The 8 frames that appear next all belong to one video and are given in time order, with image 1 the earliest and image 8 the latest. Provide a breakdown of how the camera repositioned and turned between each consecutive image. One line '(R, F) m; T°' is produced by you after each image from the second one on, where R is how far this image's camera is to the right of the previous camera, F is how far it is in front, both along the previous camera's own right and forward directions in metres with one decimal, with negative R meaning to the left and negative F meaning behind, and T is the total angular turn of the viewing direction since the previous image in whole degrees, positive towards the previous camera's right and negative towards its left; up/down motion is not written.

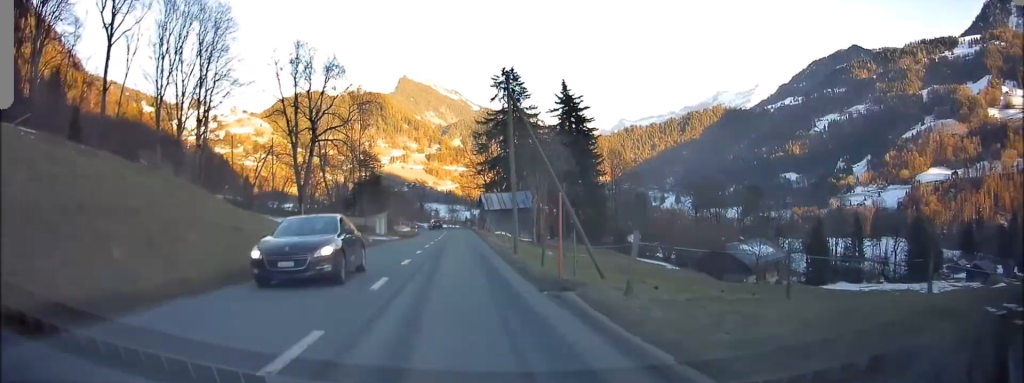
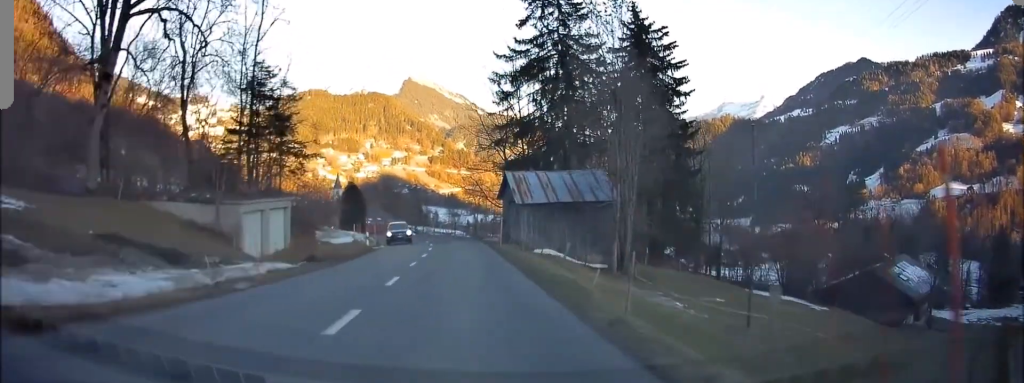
(+0.3, +38.6) m; 0°
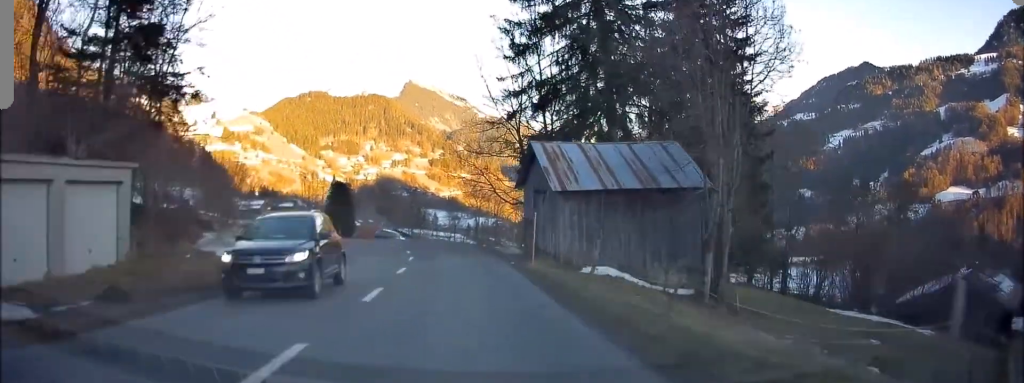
(0.0, +14.8) m; -1°
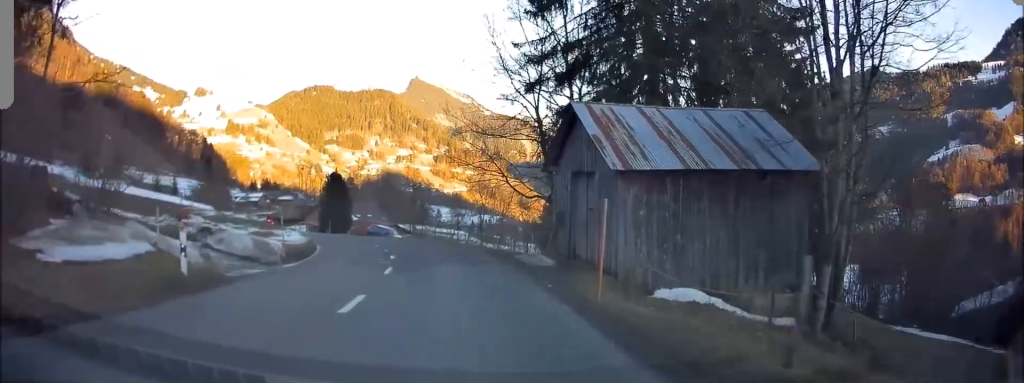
(+0.1, +8.3) m; -1°
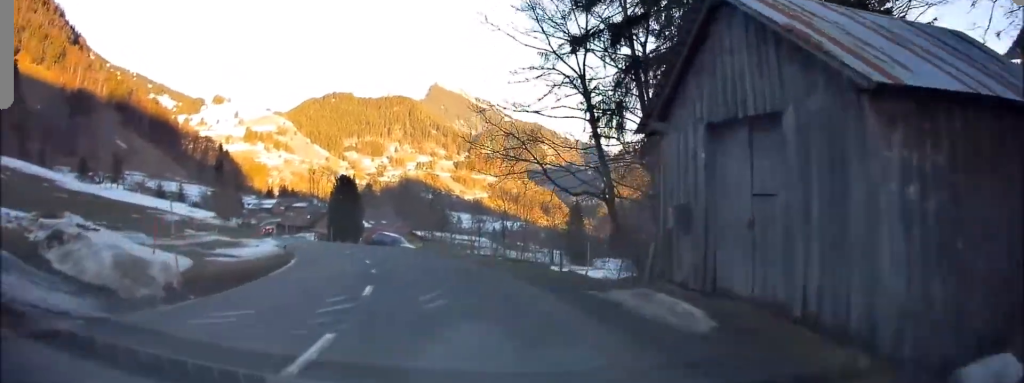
(-0.2, +8.9) m; -3°
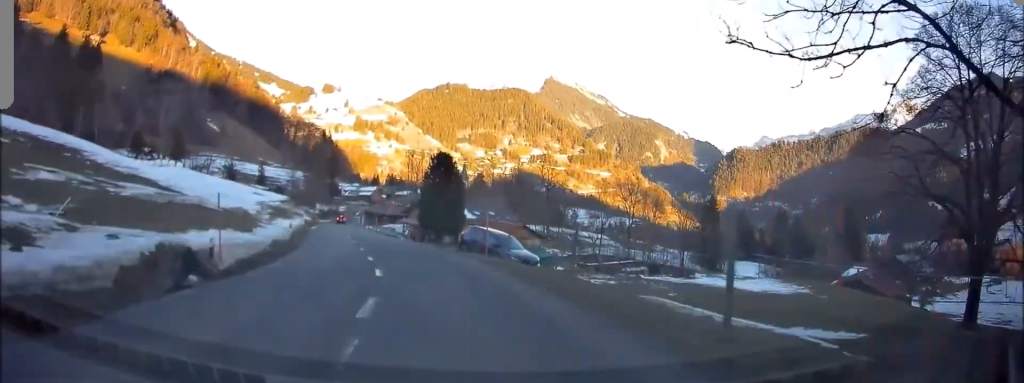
(-1.2, +20.6) m; -10°
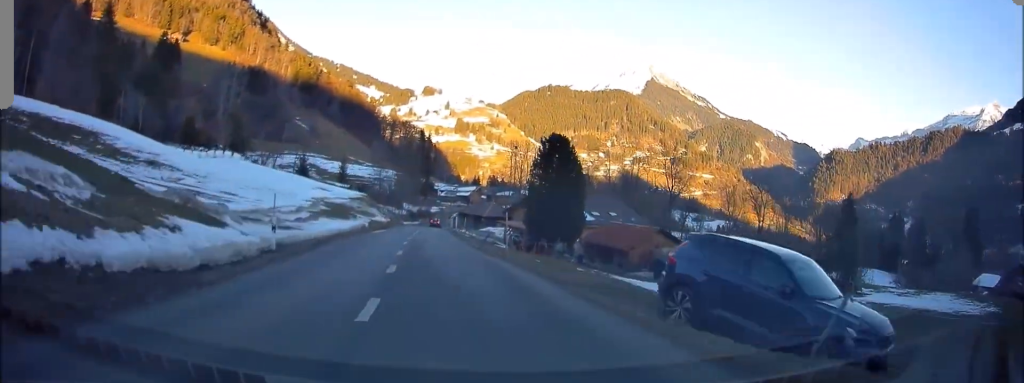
(-1.7, +18.9) m; -10°
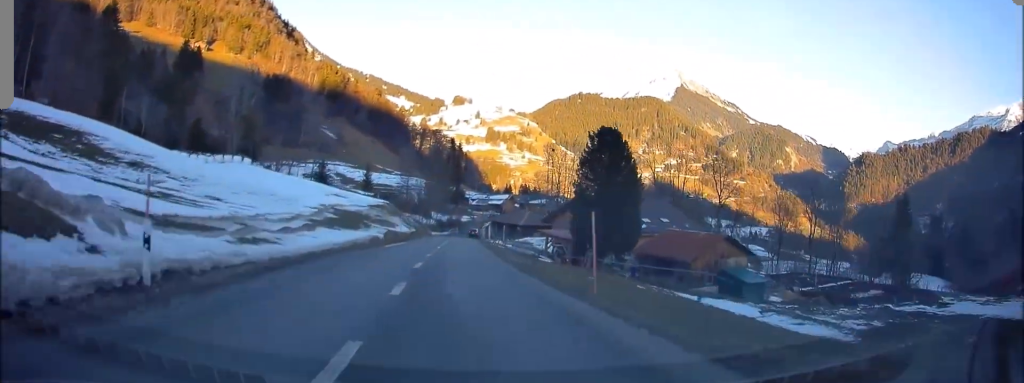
(-0.4, +8.9) m; -2°
